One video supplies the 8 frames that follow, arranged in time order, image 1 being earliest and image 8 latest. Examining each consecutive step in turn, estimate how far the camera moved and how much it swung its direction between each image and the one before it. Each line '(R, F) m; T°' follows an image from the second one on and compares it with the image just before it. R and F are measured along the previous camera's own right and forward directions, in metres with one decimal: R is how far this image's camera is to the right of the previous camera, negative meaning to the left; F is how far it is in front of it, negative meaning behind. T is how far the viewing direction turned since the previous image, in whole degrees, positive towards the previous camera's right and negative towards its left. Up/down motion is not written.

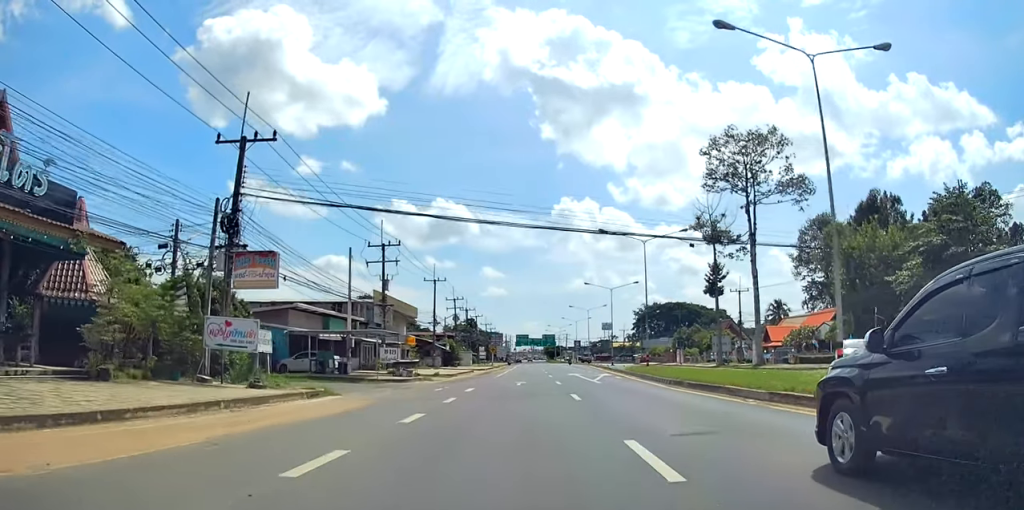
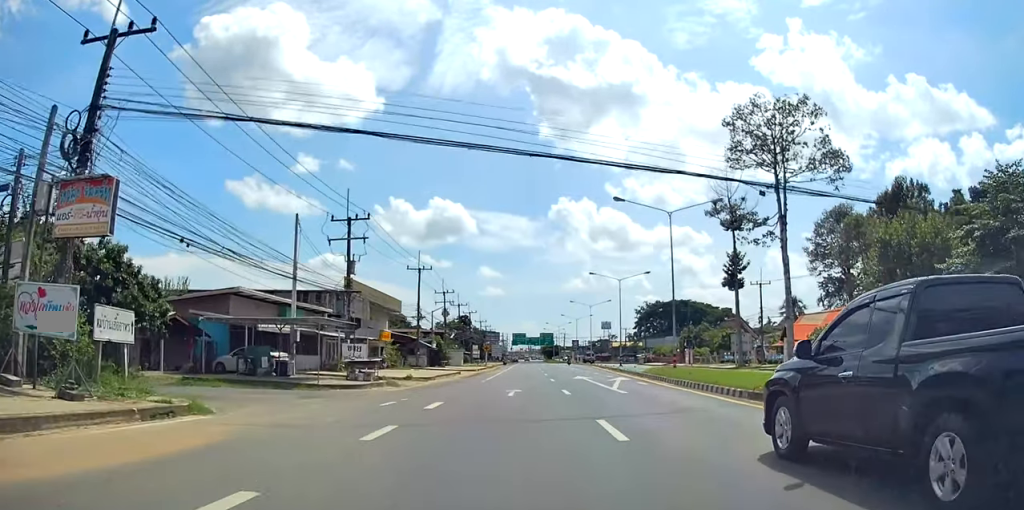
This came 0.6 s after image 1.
(+0.3, +8.7) m; 0°
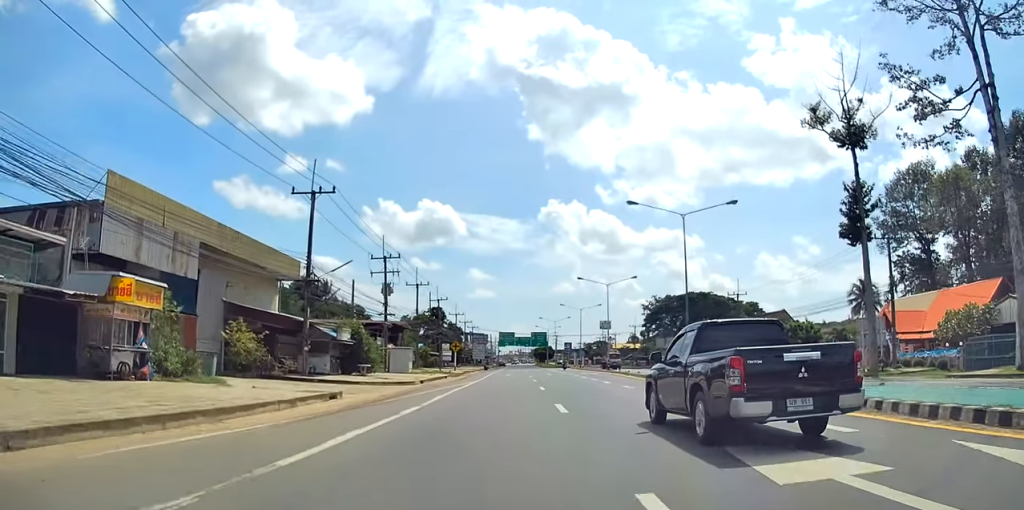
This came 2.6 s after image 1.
(0.0, +30.1) m; +1°
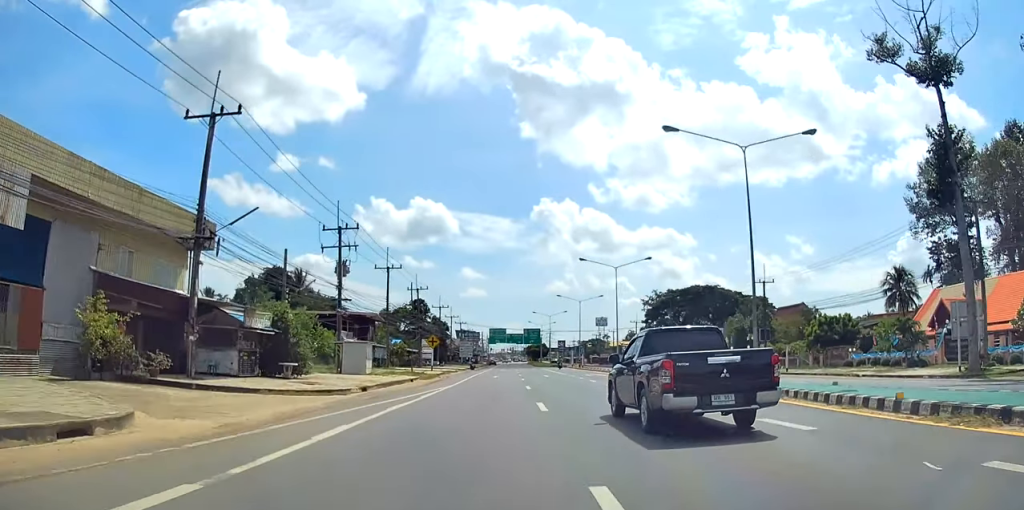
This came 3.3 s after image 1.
(+0.2, +11.2) m; +1°
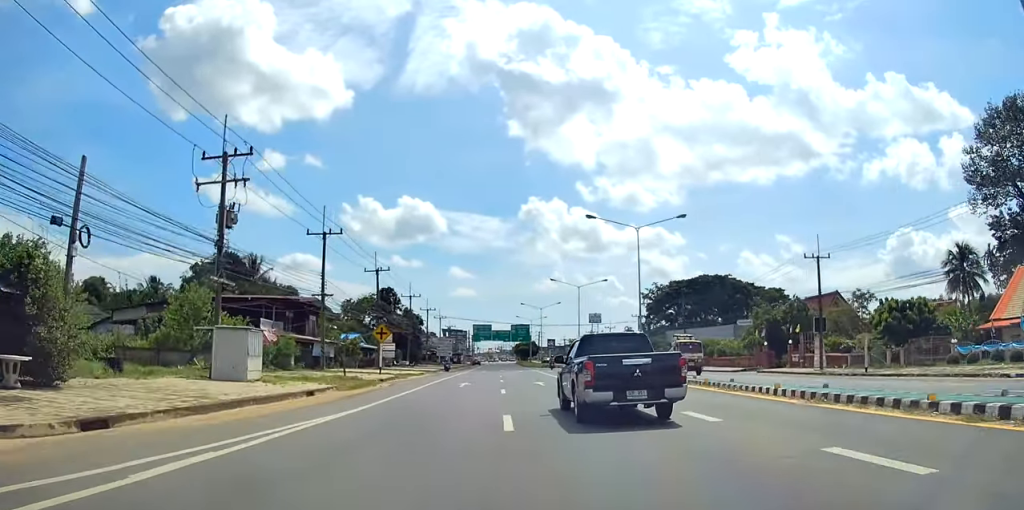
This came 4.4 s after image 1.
(+0.1, +16.1) m; +1°
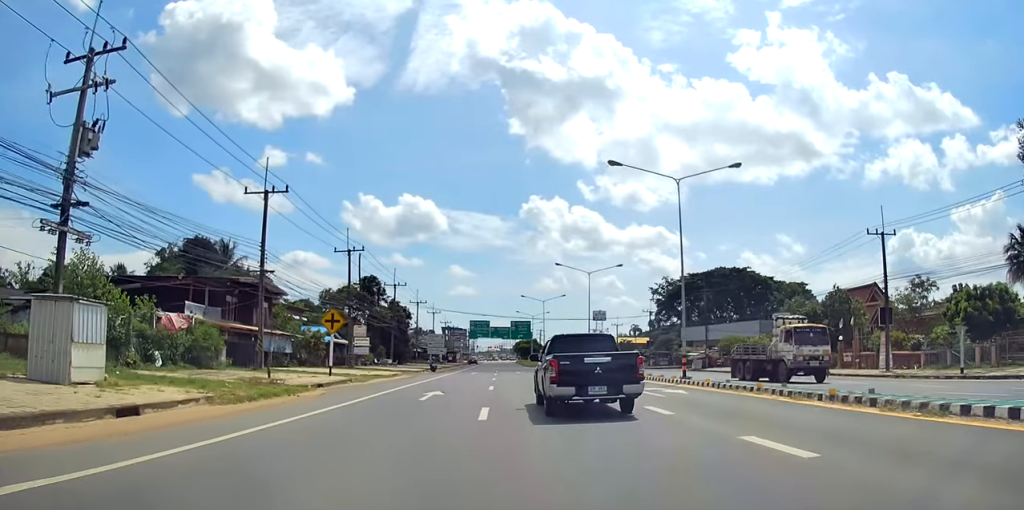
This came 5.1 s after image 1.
(0.0, +10.4) m; 0°
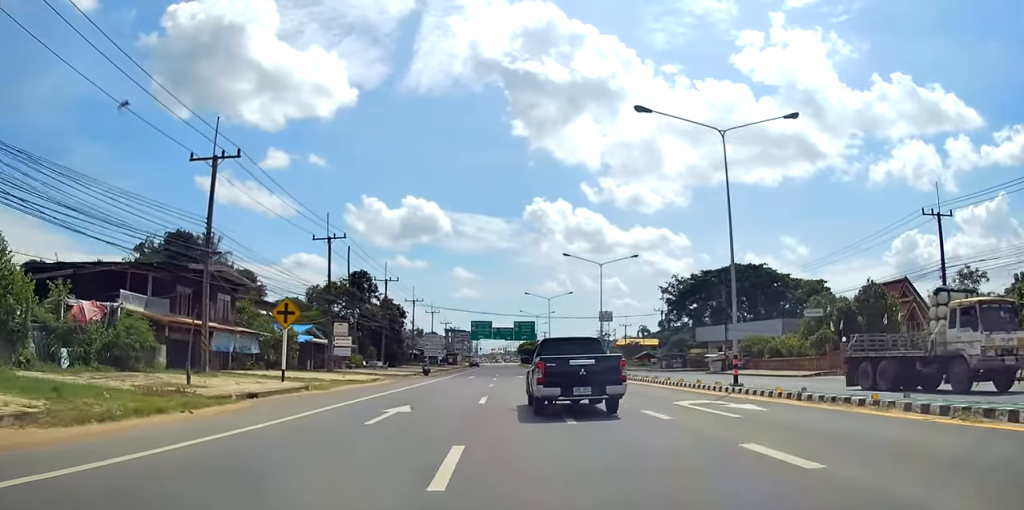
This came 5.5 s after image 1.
(+0.2, +6.5) m; -1°
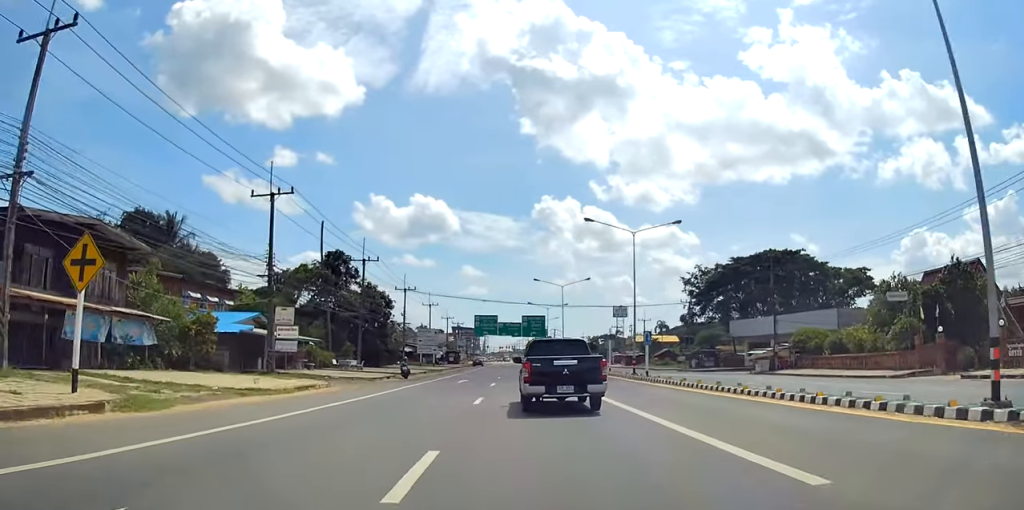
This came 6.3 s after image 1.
(-0.2, +12.1) m; -2°
